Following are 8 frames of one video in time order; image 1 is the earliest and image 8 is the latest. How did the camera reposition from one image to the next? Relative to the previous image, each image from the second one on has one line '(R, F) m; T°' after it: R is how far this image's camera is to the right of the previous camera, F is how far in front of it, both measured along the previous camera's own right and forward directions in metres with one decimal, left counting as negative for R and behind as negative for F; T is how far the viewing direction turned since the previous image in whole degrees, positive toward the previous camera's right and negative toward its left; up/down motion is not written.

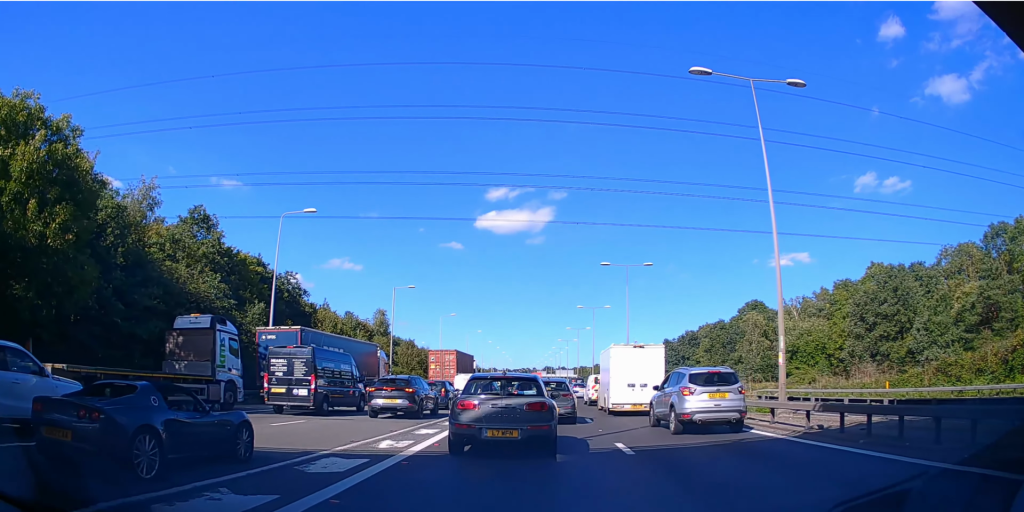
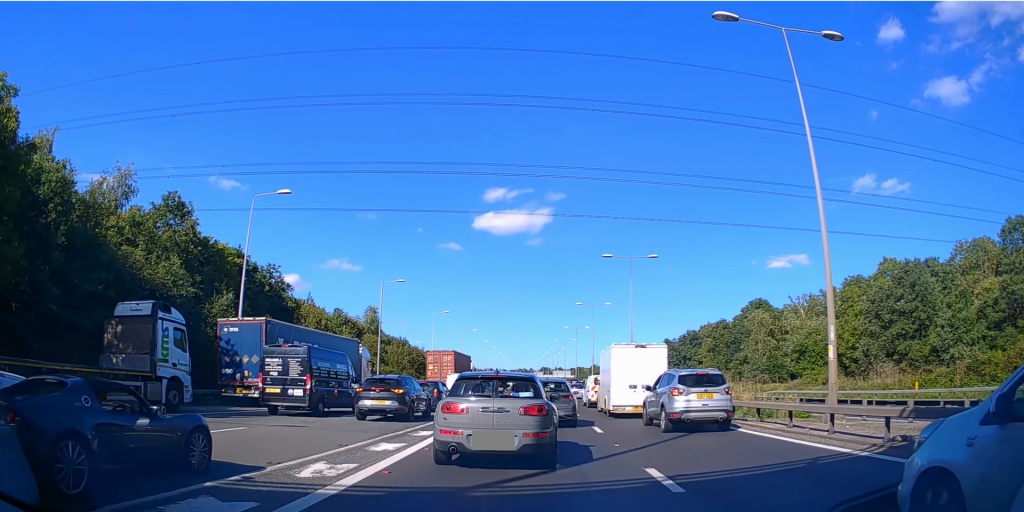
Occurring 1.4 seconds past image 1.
(0.0, +2.8) m; +1°
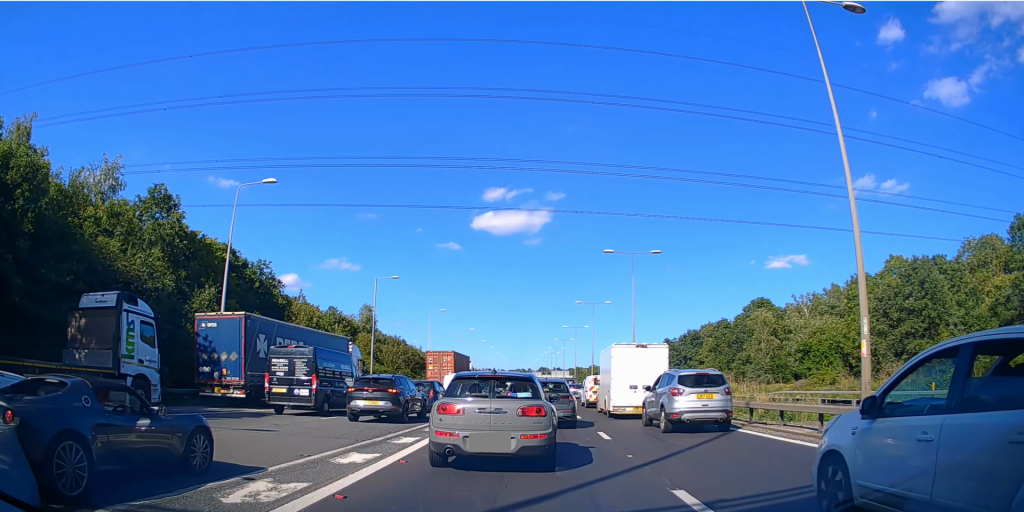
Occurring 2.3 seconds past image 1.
(0.0, +1.6) m; +3°
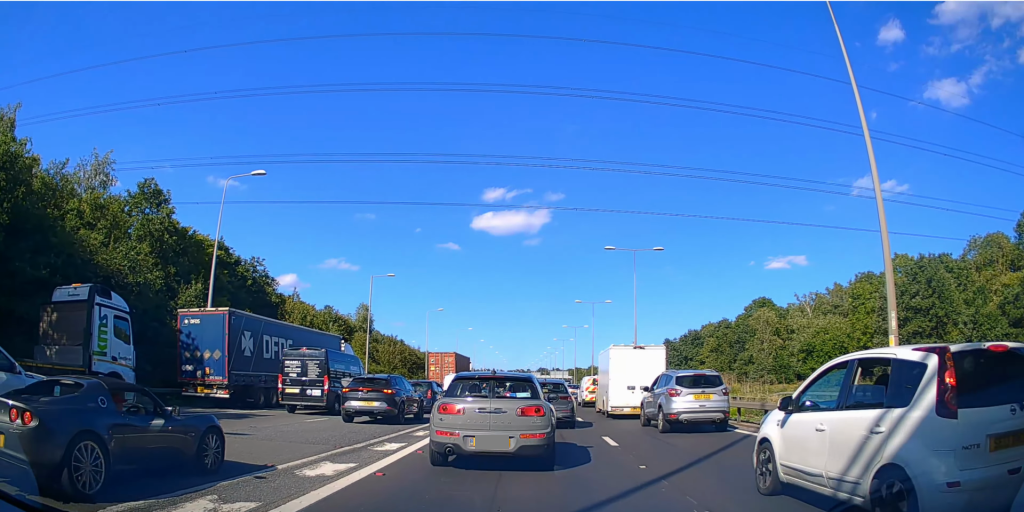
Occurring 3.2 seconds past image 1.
(+0.1, +1.5) m; +3°
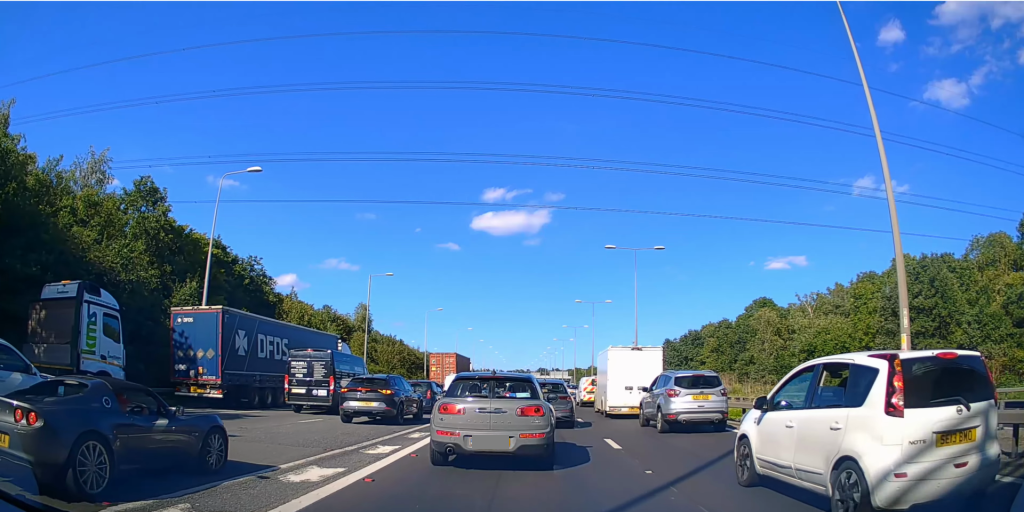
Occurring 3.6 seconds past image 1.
(+0.1, +0.6) m; 0°
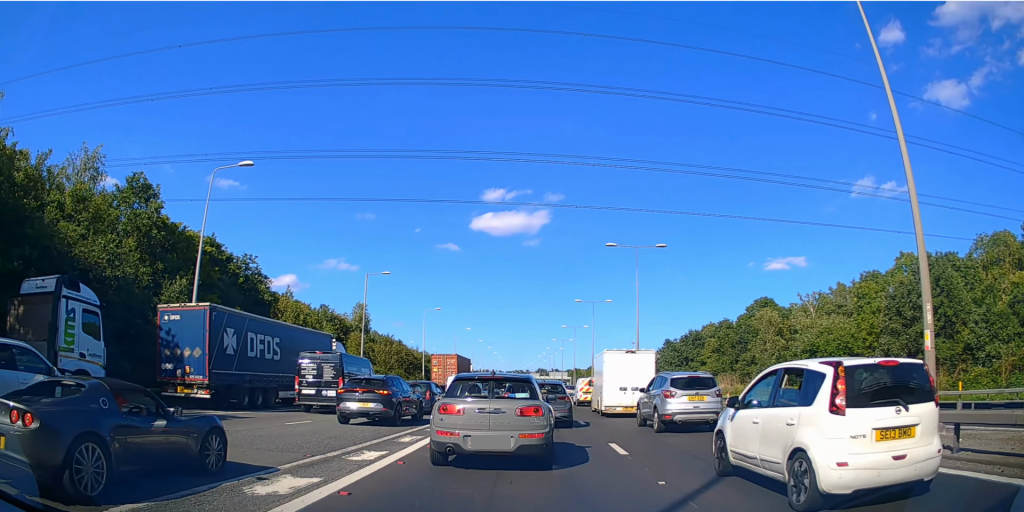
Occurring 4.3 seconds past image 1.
(0.0, +0.8) m; 0°
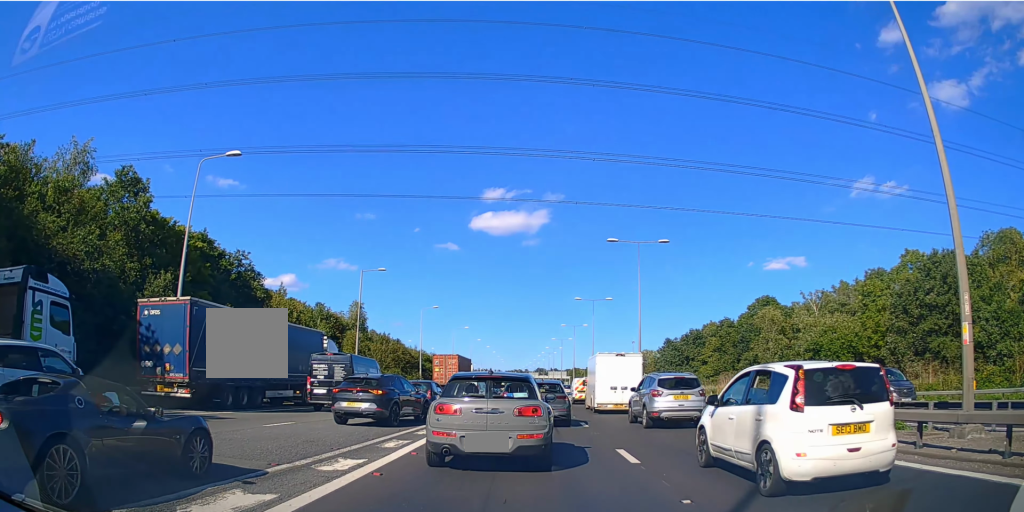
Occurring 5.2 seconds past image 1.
(0.0, +1.1) m; -1°
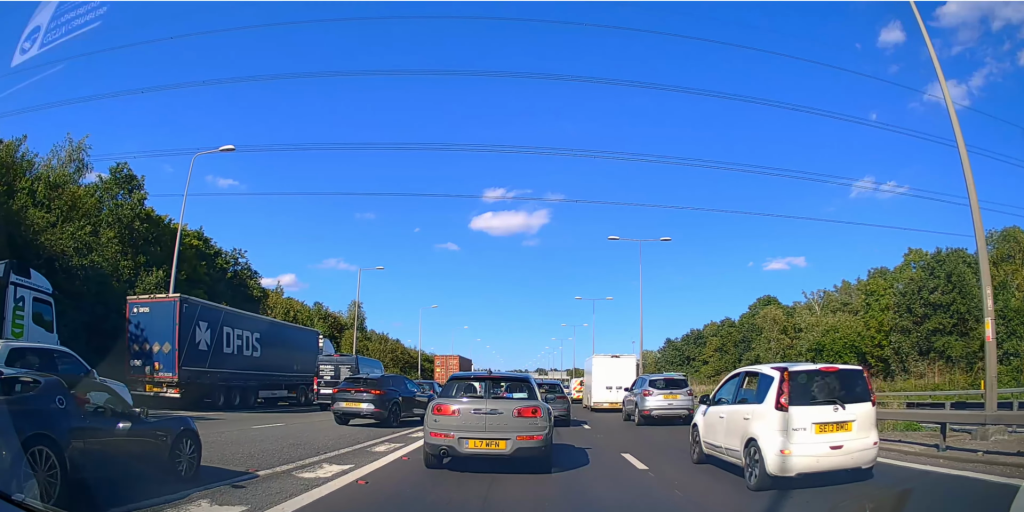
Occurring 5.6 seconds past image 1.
(0.0, +0.5) m; -1°
